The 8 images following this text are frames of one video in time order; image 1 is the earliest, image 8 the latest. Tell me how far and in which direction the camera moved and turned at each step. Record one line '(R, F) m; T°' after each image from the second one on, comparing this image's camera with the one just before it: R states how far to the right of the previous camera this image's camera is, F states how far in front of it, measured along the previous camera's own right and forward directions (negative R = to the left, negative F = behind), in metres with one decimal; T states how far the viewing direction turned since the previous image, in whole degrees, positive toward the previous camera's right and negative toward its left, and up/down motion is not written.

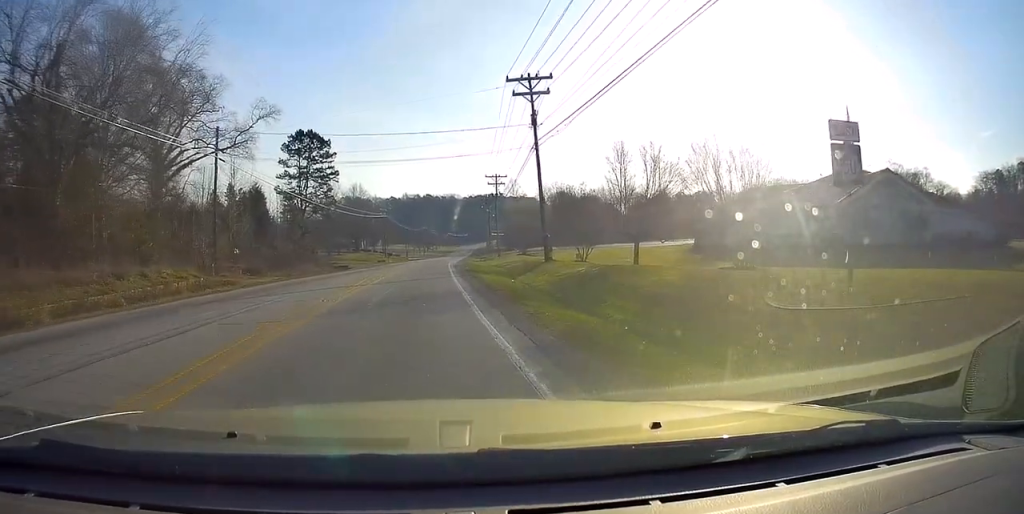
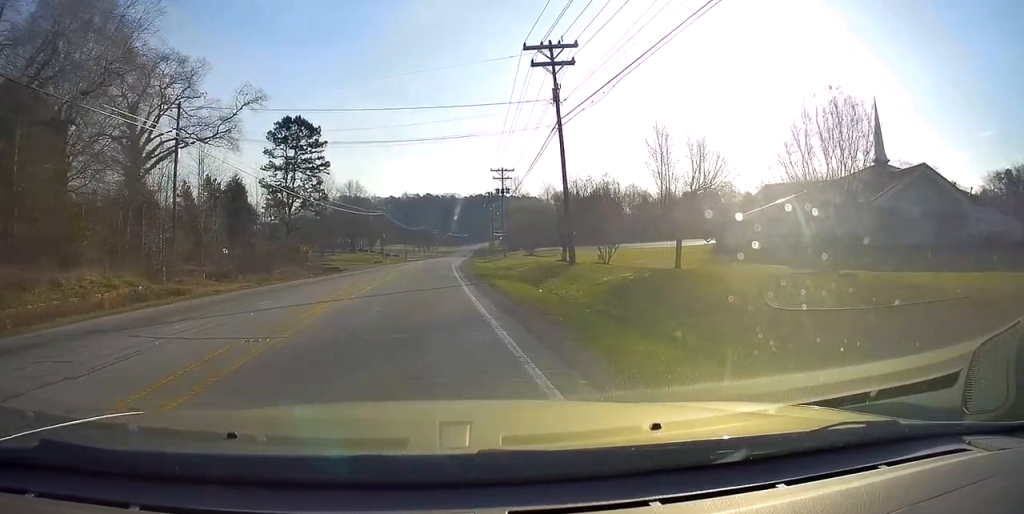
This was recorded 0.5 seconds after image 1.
(0.0, +6.7) m; 0°
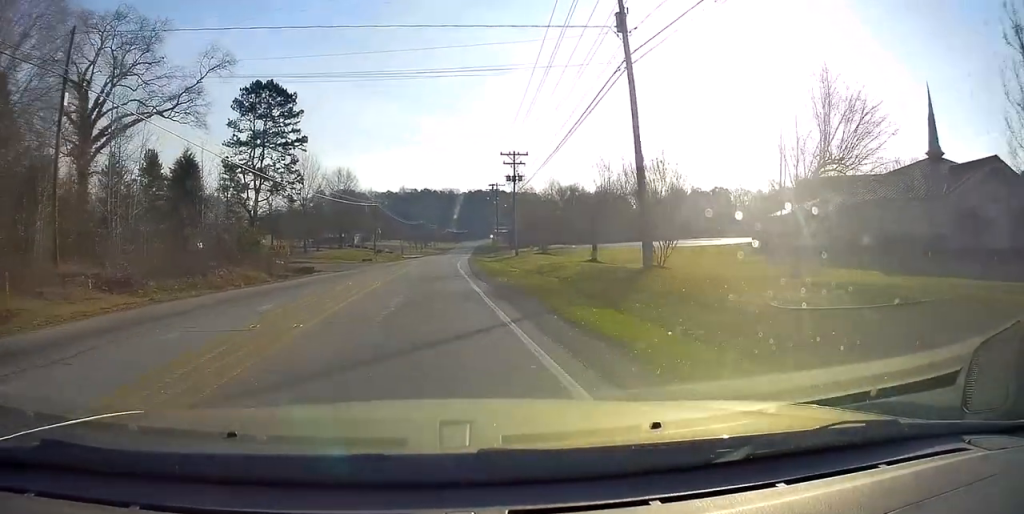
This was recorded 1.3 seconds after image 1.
(+0.1, +11.4) m; +1°
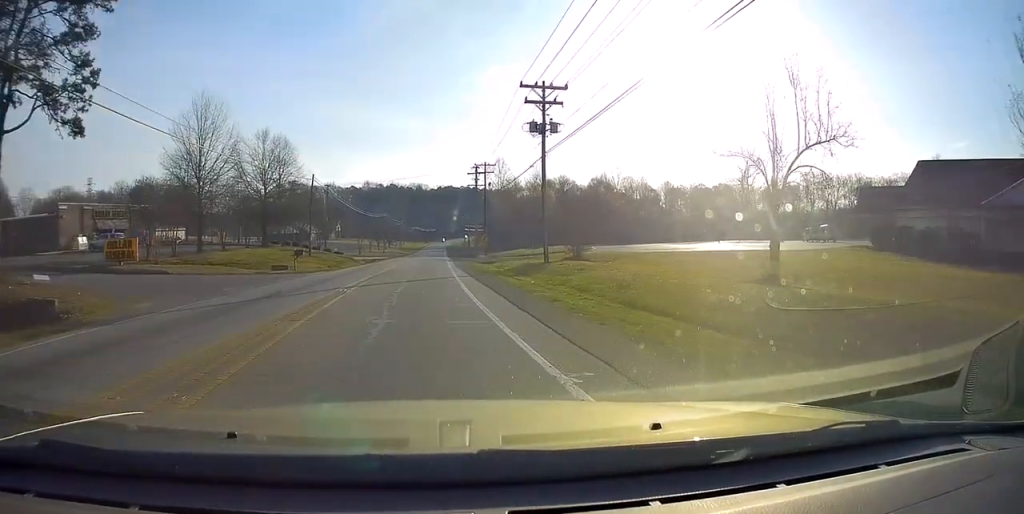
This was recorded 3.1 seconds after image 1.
(+0.3, +29.5) m; +3°
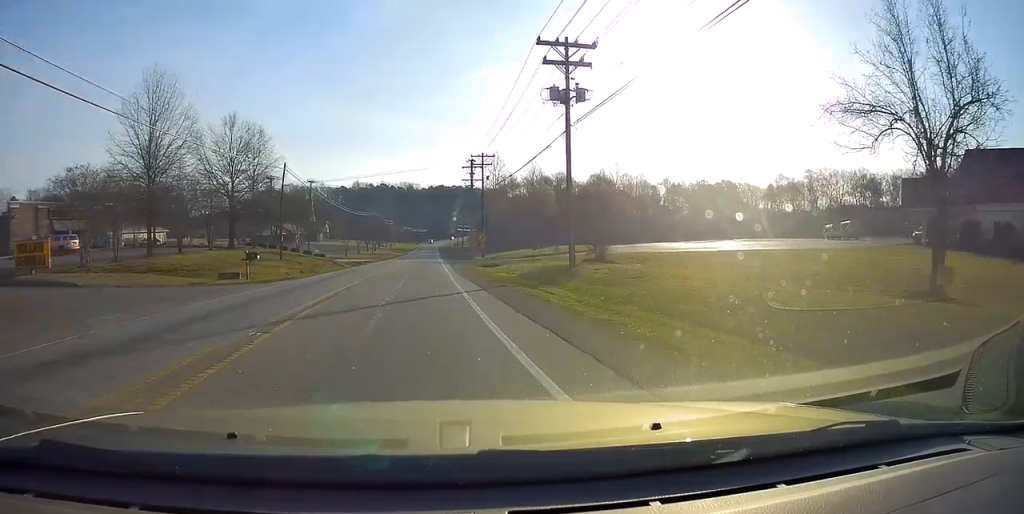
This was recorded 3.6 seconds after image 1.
(+0.3, +8.5) m; 0°
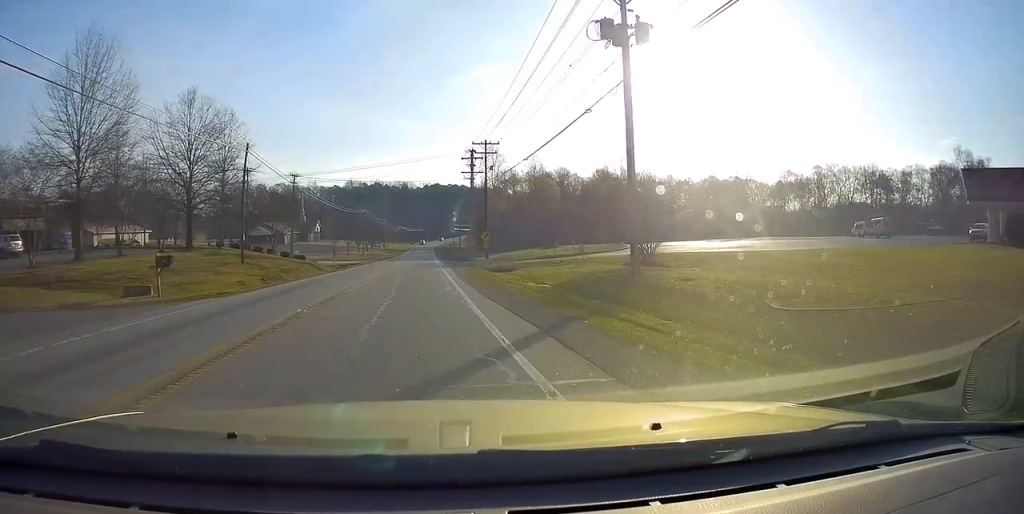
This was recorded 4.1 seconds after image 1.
(+0.3, +9.2) m; 0°
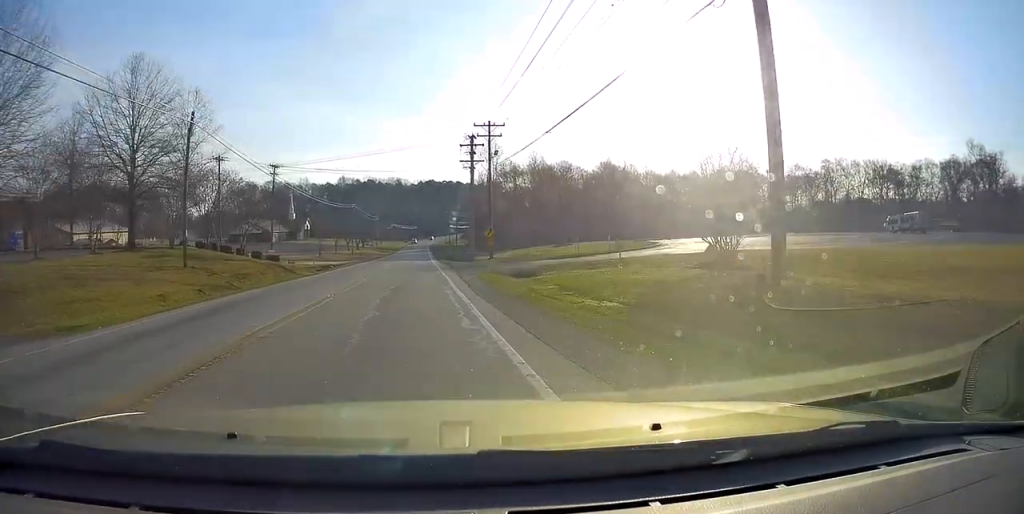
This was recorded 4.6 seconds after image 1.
(-0.2, +9.1) m; 0°
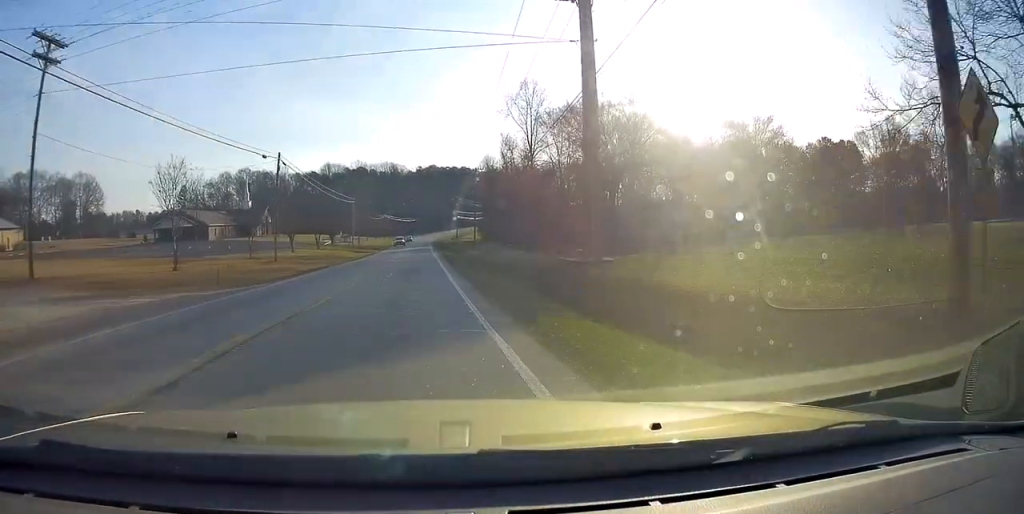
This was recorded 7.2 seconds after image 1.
(+1.0, +52.8) m; +2°
